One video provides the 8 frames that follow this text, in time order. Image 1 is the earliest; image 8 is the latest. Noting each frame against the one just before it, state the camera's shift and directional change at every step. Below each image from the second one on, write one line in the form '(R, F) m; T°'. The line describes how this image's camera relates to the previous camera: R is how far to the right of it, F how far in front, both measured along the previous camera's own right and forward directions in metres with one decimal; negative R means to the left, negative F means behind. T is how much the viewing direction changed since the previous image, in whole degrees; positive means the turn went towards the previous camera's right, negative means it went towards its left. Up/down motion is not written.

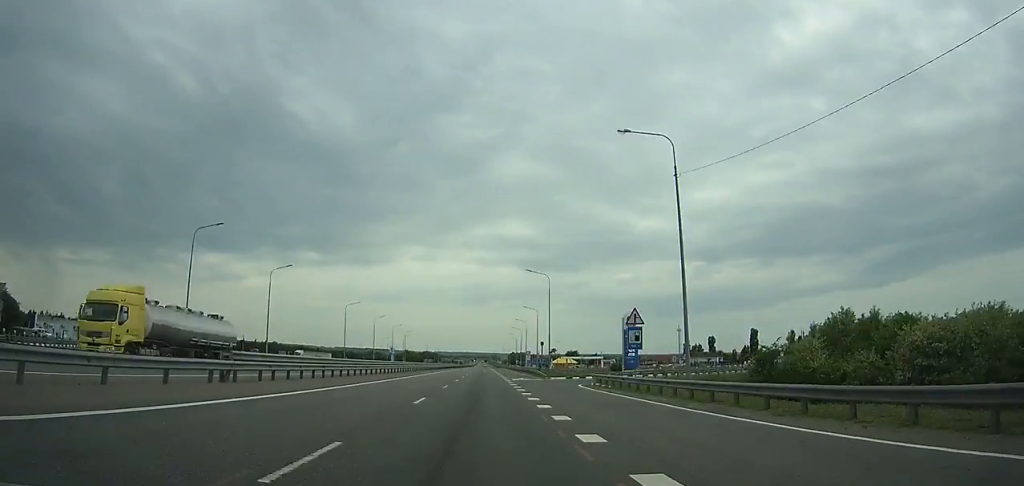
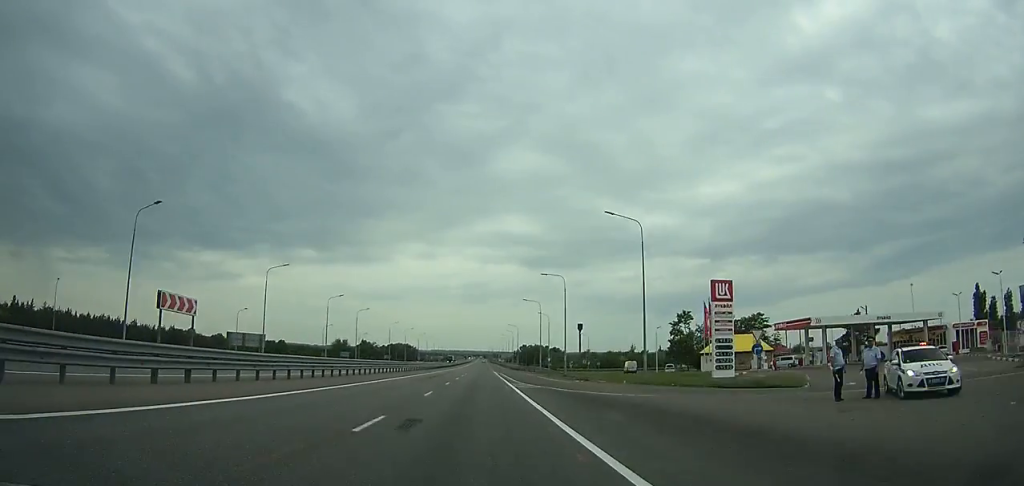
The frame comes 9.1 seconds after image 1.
(+0.9, +235.9) m; 0°
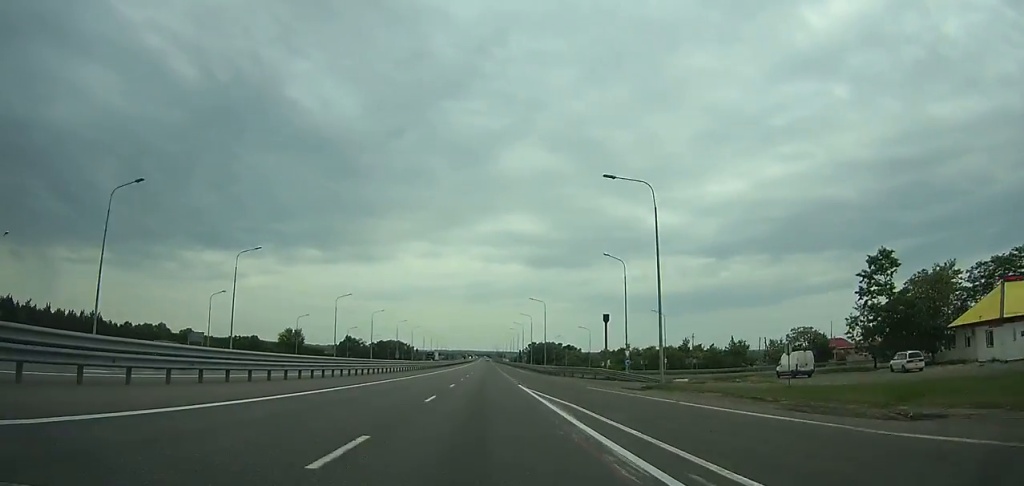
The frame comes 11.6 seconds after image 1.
(-0.1, +64.1) m; 0°
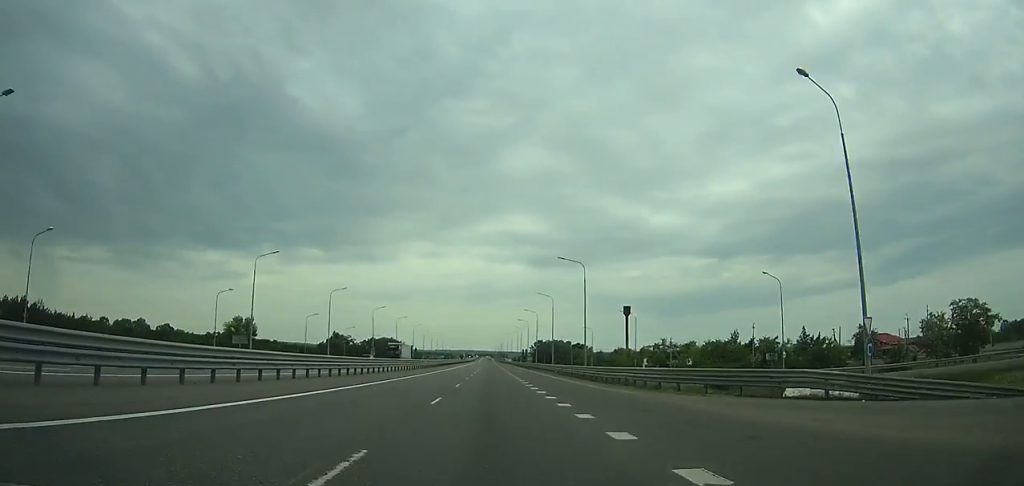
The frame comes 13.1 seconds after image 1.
(-0.1, +38.5) m; 0°
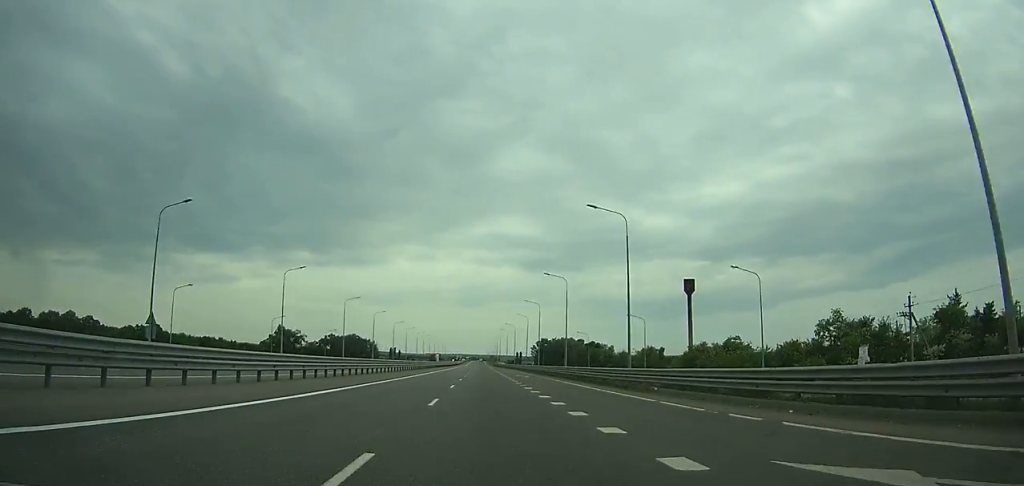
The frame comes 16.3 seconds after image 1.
(+0.2, +82.2) m; 0°
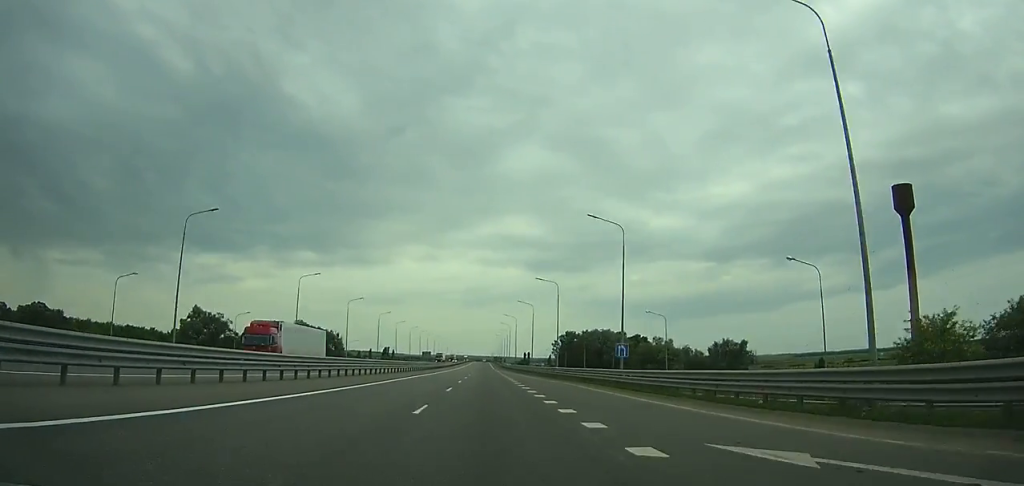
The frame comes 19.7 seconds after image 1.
(+0.2, +87.7) m; 0°
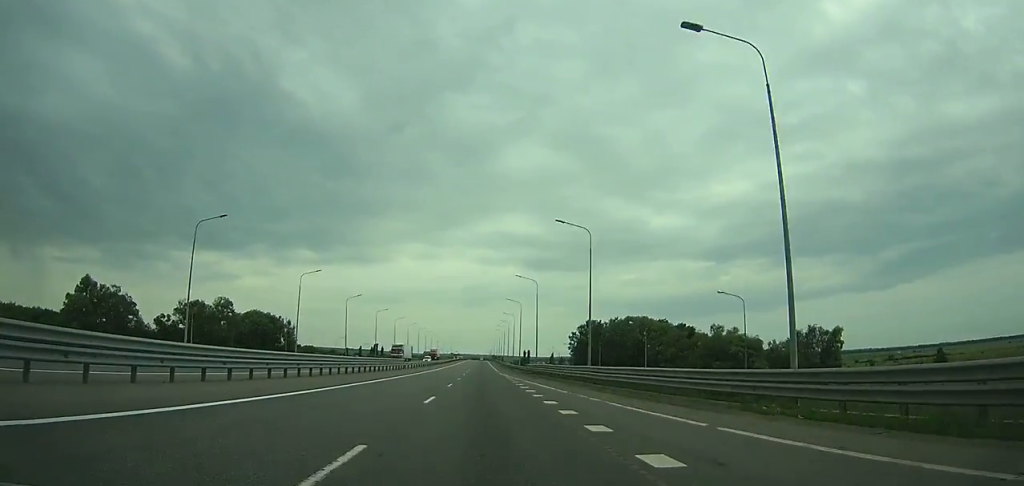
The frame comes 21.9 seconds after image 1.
(0.0, +56.9) m; 0°
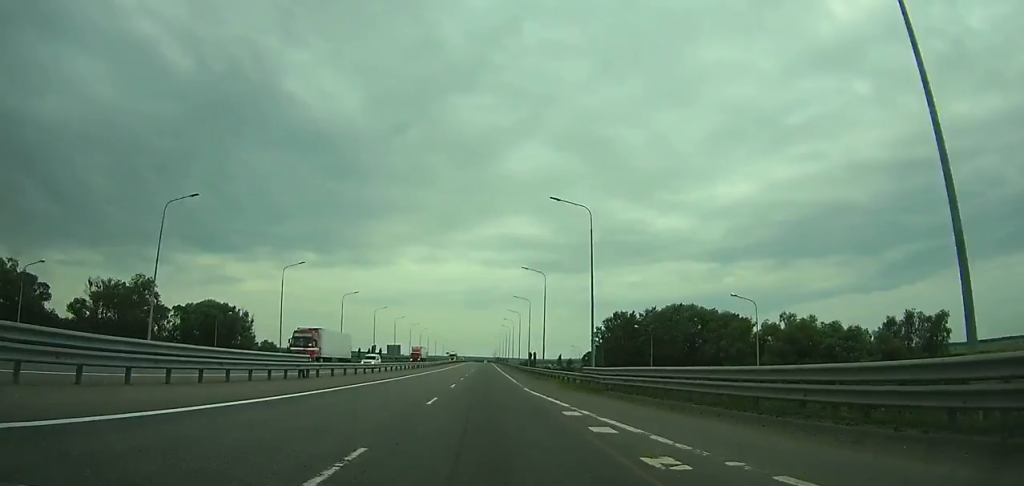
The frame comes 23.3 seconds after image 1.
(0.0, +36.2) m; 0°
